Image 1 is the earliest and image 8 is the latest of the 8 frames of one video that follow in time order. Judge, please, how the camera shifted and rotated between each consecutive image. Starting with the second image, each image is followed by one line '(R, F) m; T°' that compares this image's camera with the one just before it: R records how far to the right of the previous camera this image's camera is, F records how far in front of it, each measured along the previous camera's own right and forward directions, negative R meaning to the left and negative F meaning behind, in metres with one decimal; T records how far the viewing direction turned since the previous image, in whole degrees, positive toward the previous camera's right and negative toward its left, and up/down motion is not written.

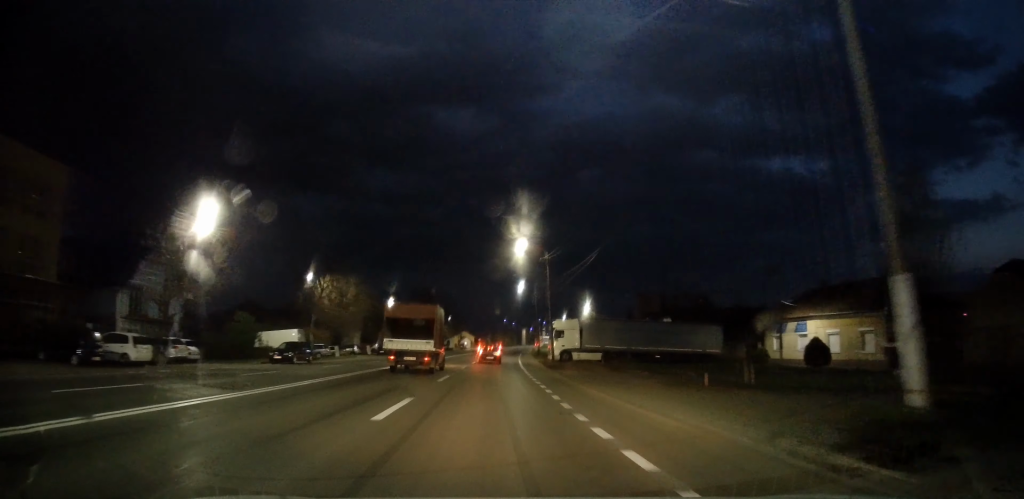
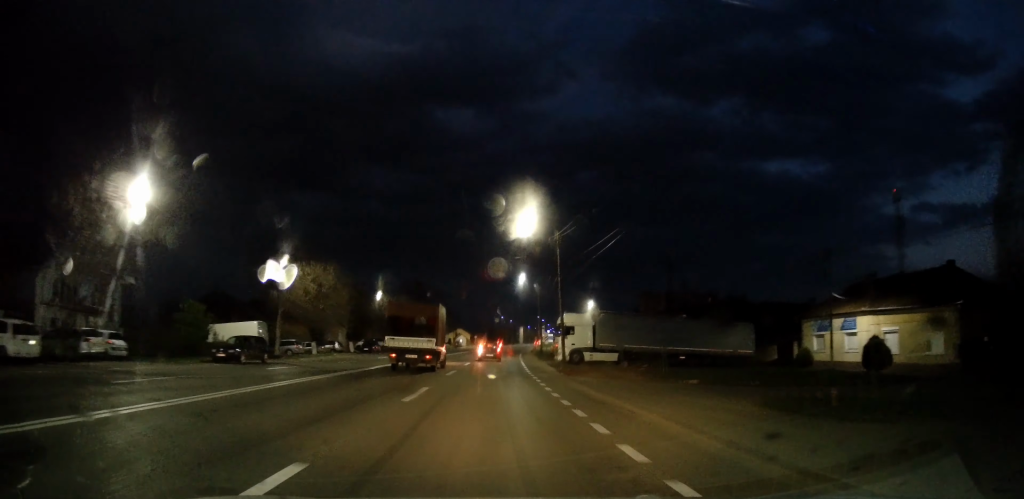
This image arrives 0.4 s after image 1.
(-0.1, +7.3) m; 0°
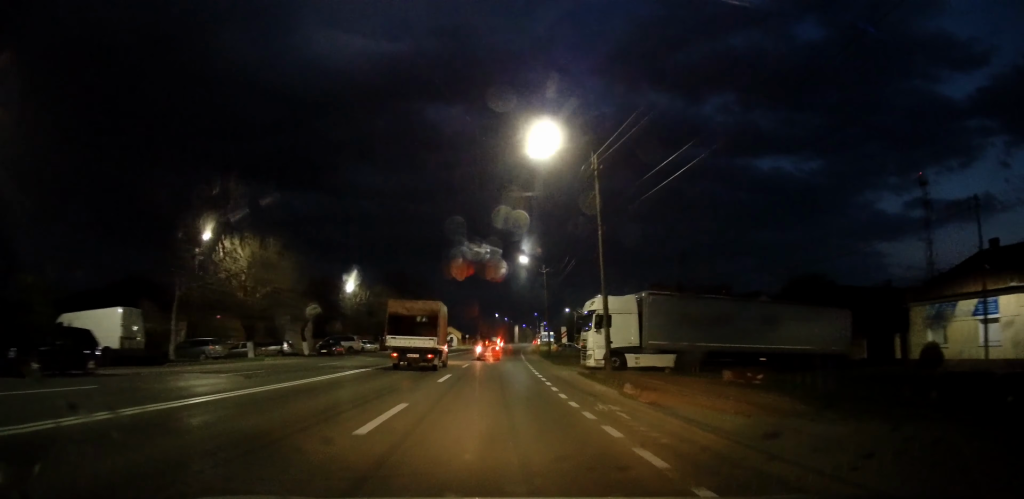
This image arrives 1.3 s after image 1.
(0.0, +14.1) m; +1°
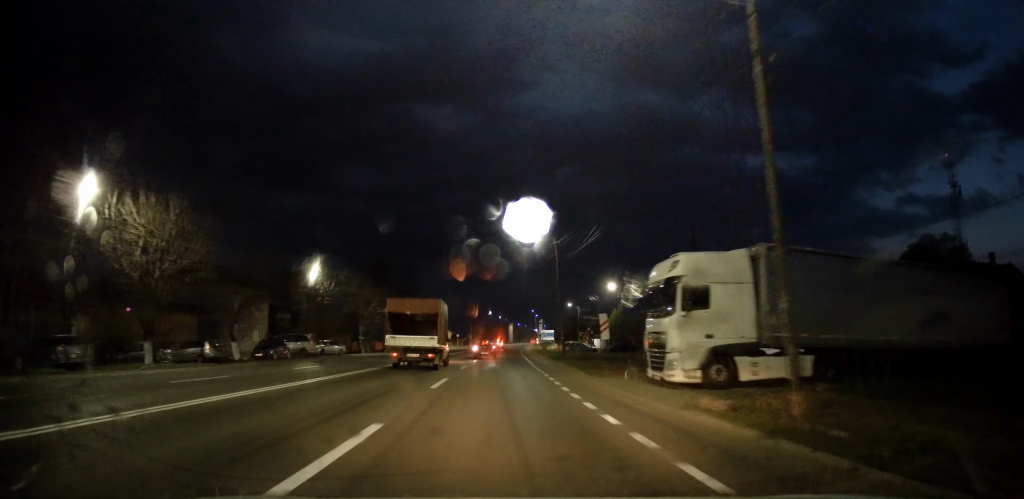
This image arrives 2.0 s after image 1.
(+0.3, +13.0) m; +1°
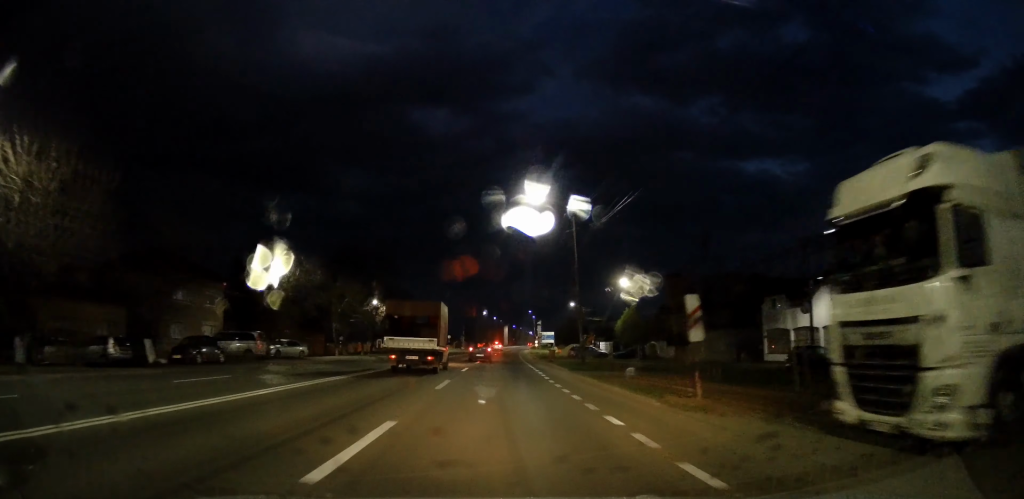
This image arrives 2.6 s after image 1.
(-0.2, +9.6) m; 0°
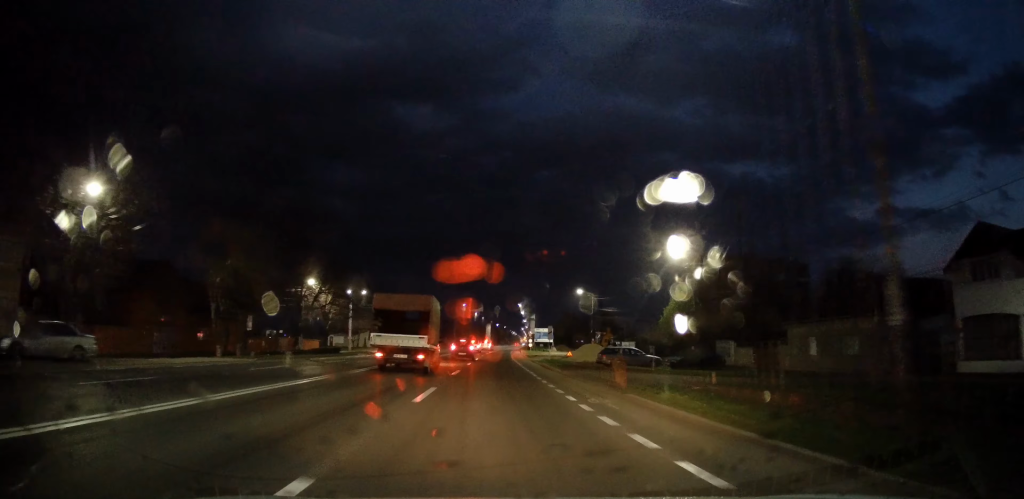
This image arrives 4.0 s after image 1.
(+0.4, +24.1) m; +2°
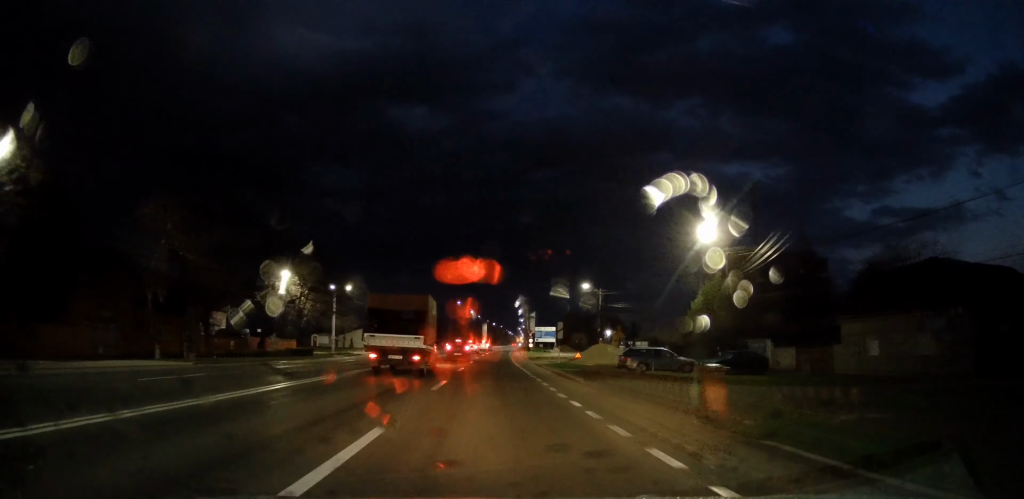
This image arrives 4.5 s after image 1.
(-0.1, +7.1) m; +1°
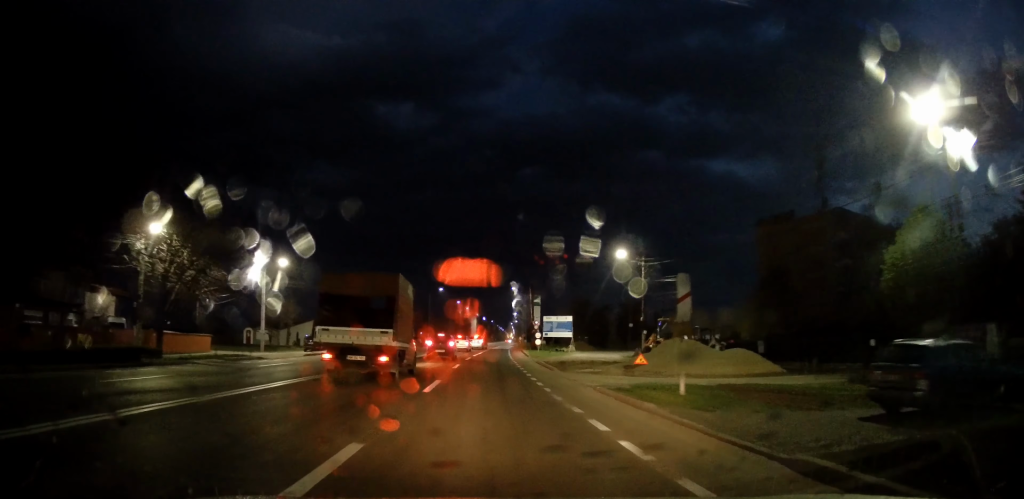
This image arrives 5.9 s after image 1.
(+0.4, +22.1) m; +2°
